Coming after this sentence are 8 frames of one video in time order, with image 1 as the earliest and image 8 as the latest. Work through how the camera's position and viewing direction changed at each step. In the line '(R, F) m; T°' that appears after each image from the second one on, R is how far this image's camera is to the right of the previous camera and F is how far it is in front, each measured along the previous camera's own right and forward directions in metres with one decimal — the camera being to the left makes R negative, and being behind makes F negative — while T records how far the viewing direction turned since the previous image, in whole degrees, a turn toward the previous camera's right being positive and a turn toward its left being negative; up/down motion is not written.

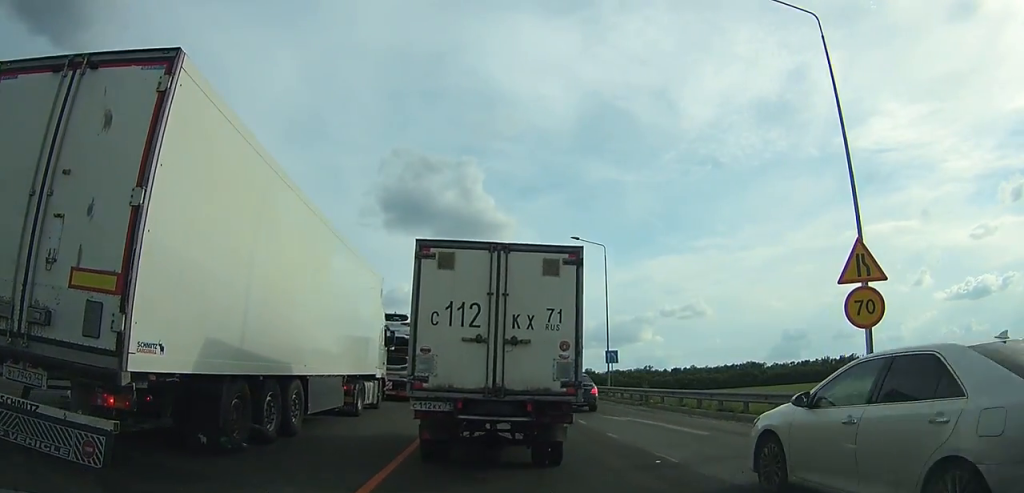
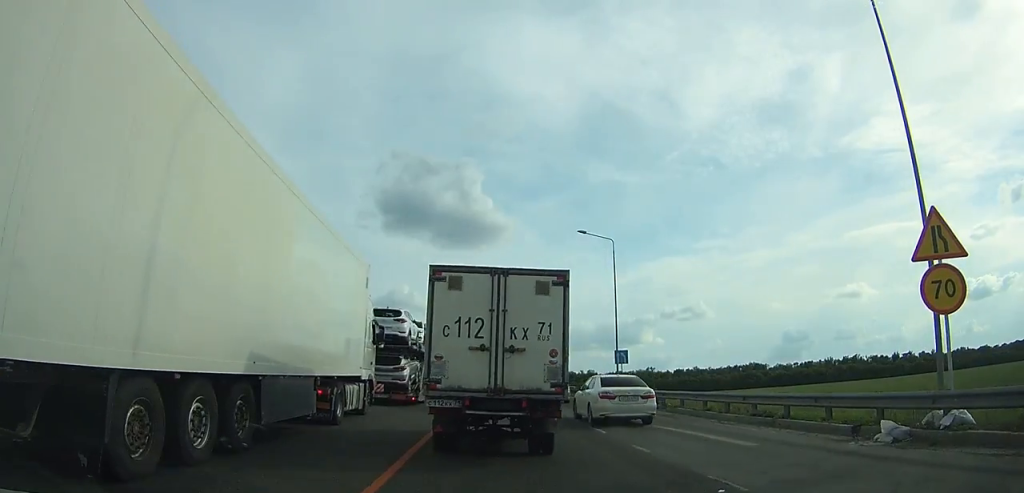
(-0.1, +4.6) m; +1°
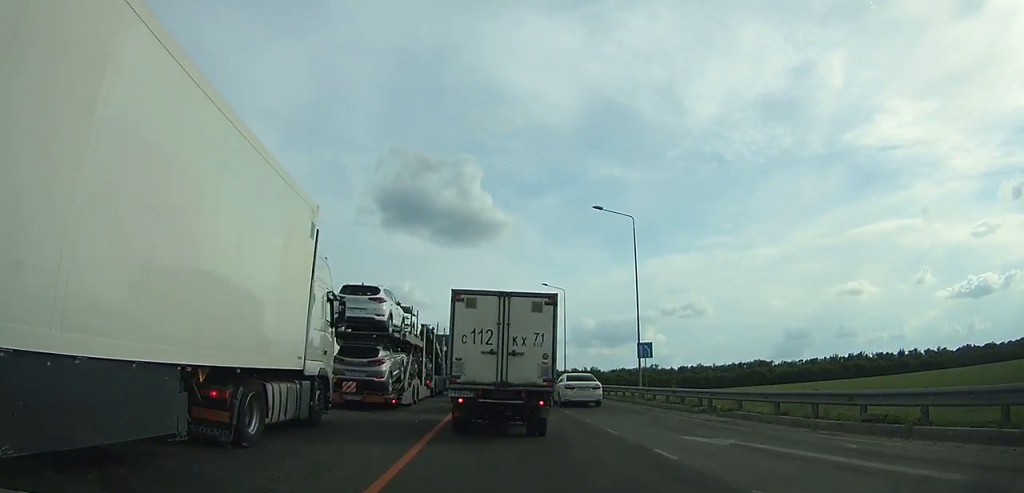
(+0.1, +4.5) m; -1°
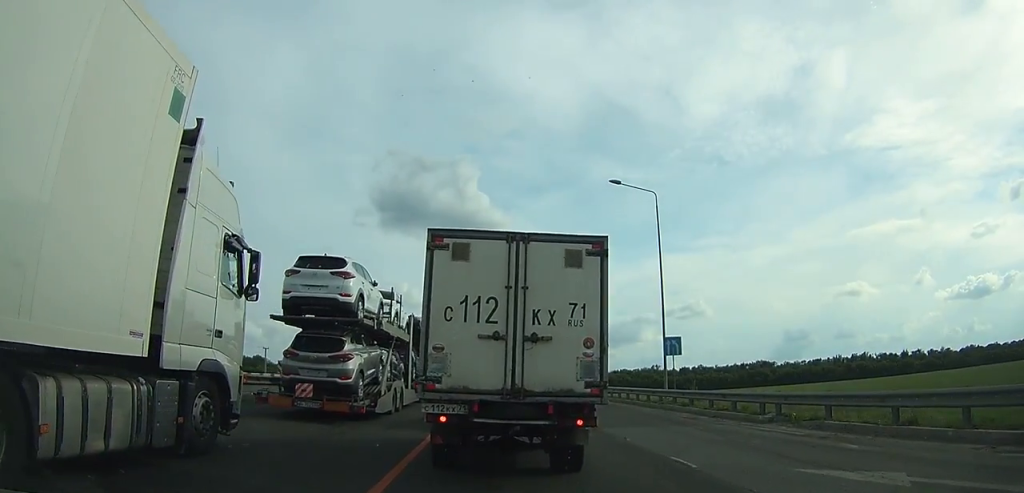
(-0.2, +4.0) m; -3°
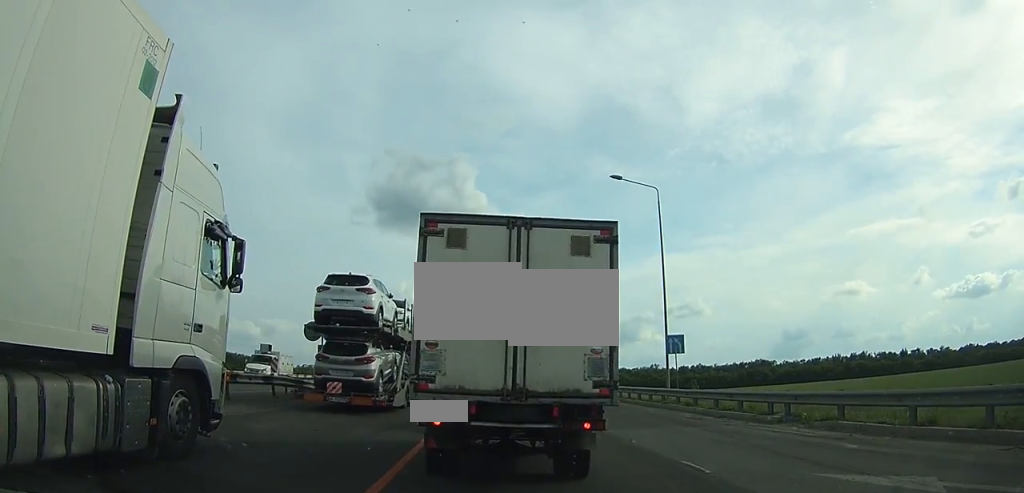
(0.0, +1.3) m; 0°
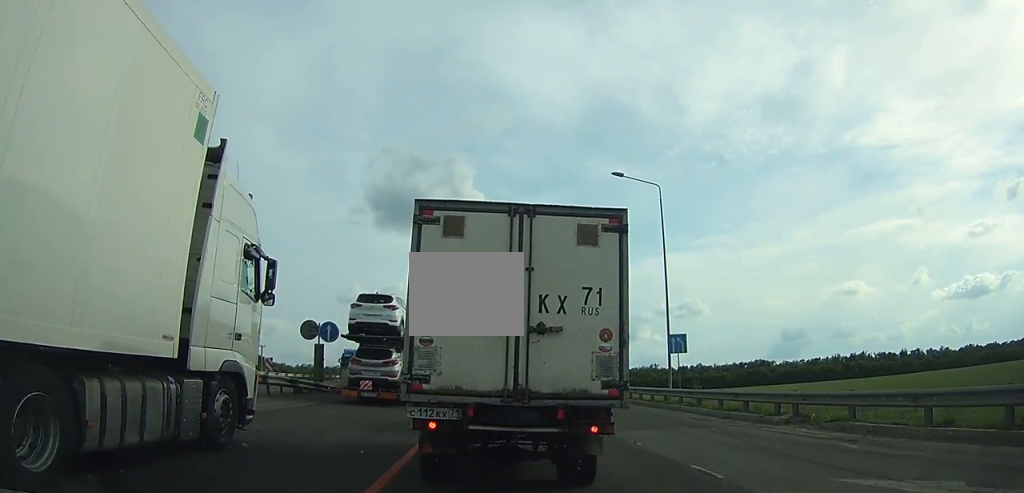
(0.0, +1.2) m; 0°
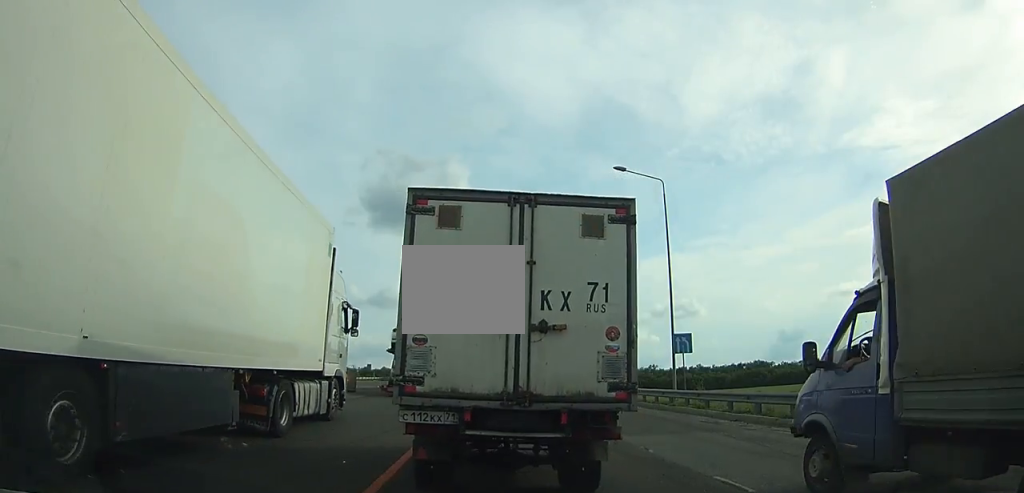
(+0.2, +3.0) m; +6°
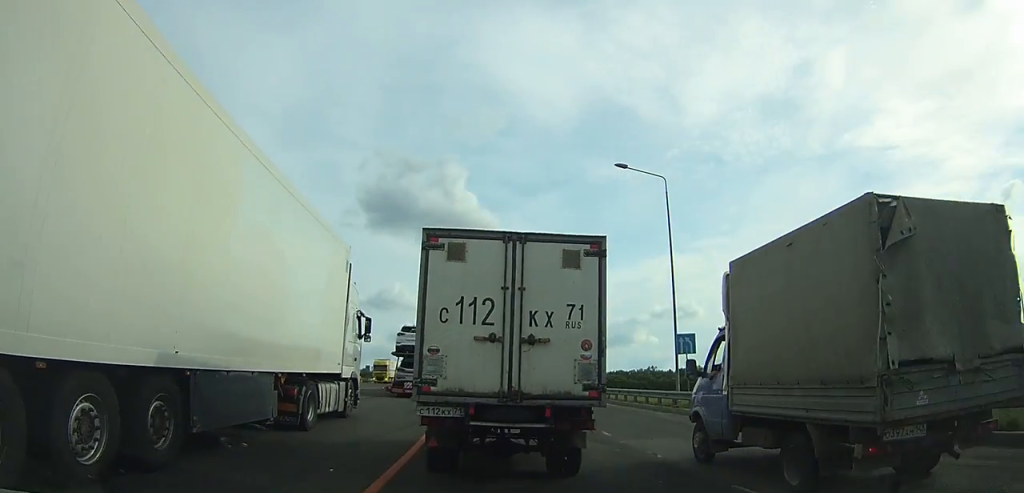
(0.0, +1.2) m; +1°
